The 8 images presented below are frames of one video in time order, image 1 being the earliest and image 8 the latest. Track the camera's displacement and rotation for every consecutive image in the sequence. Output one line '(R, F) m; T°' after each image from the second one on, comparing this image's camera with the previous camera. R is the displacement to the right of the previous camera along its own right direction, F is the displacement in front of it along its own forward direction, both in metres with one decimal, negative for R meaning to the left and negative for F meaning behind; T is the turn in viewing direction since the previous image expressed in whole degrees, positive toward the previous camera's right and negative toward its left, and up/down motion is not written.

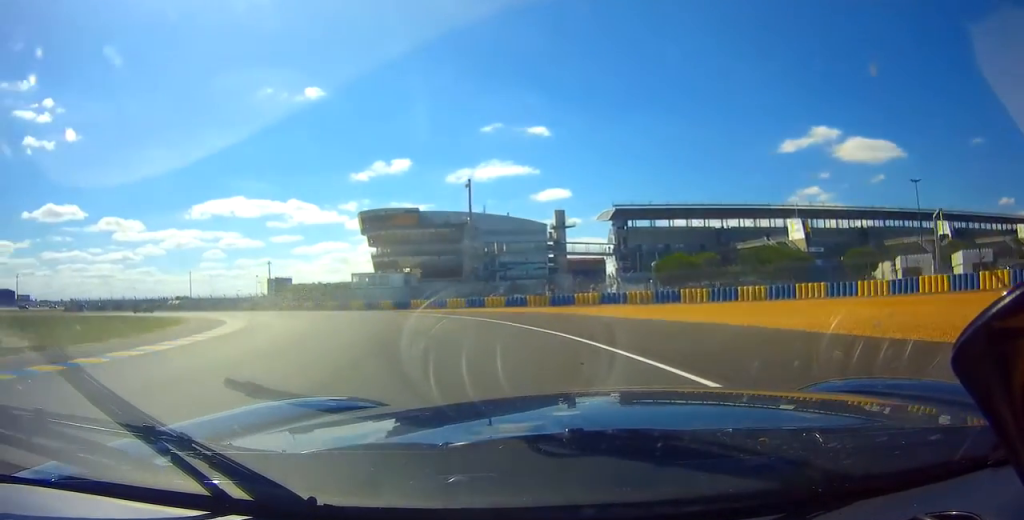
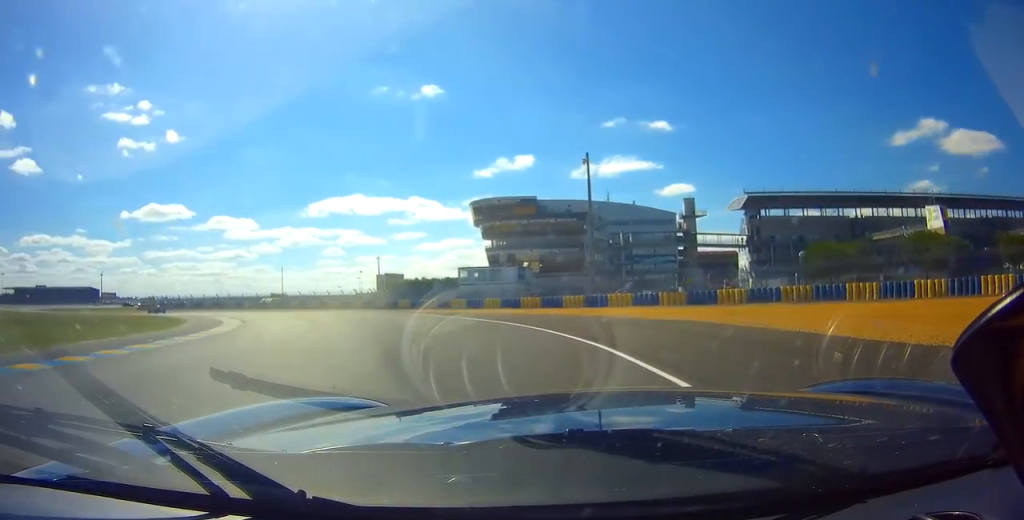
(-1.1, +11.5) m; -12°
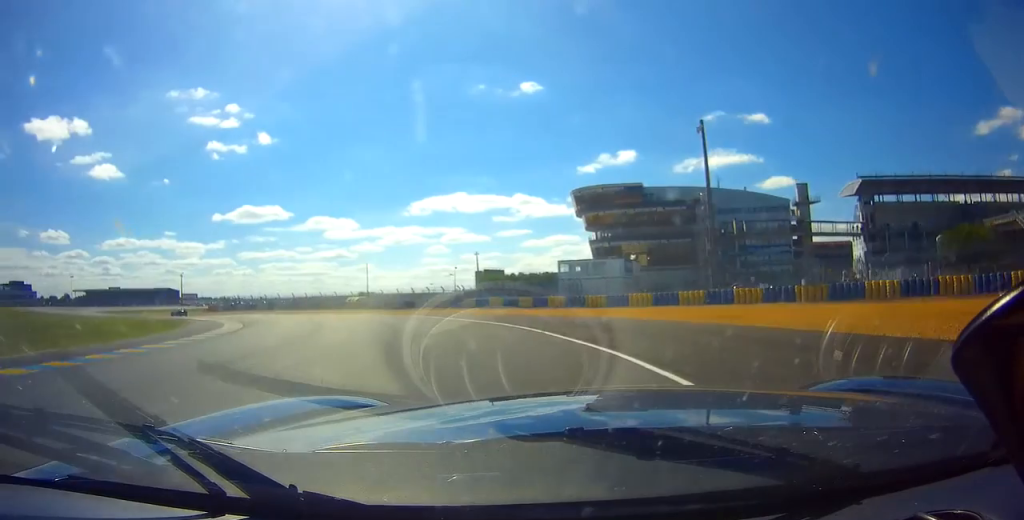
(-1.2, +9.7) m; -9°
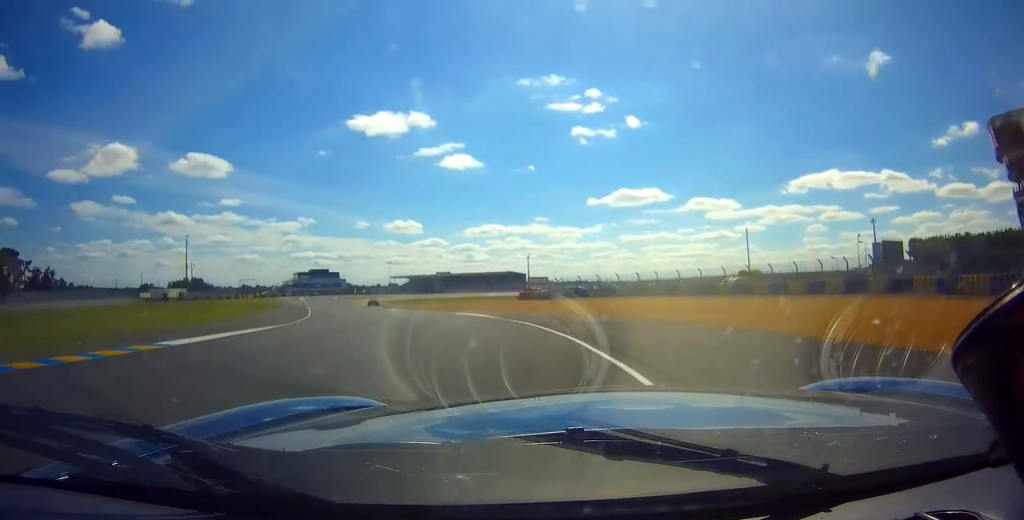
(-11.3, +34.9) m; -36°
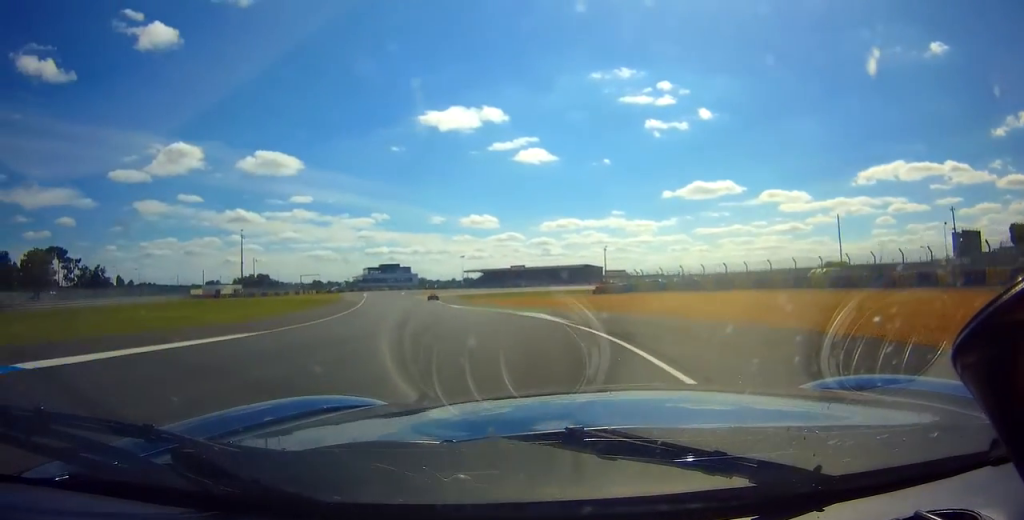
(-0.7, +7.8) m; -4°
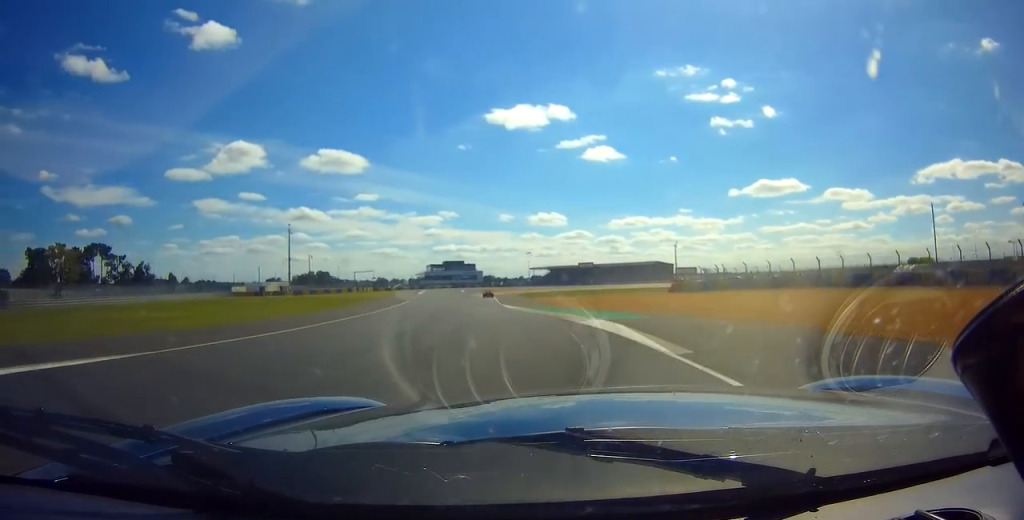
(-0.4, +9.4) m; -4°
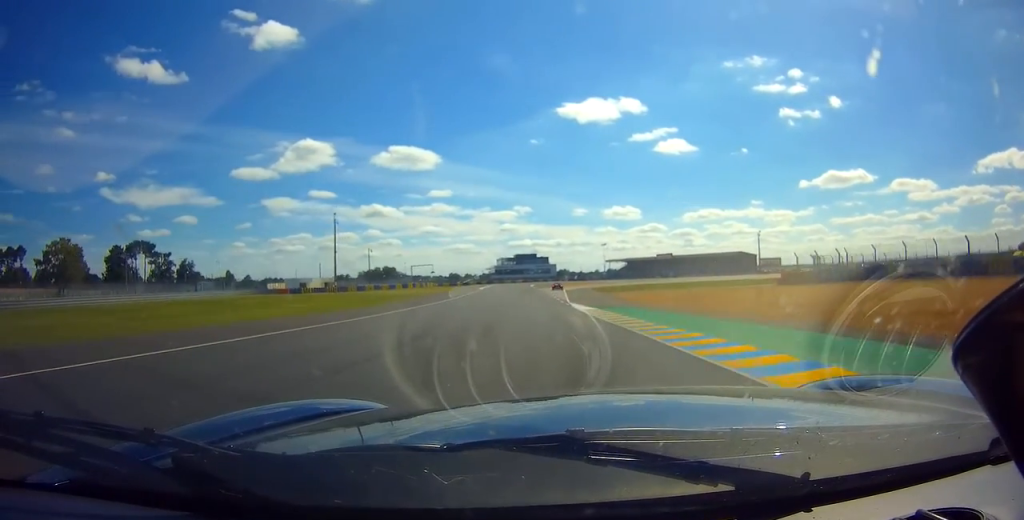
(-0.6, +15.7) m; -3°
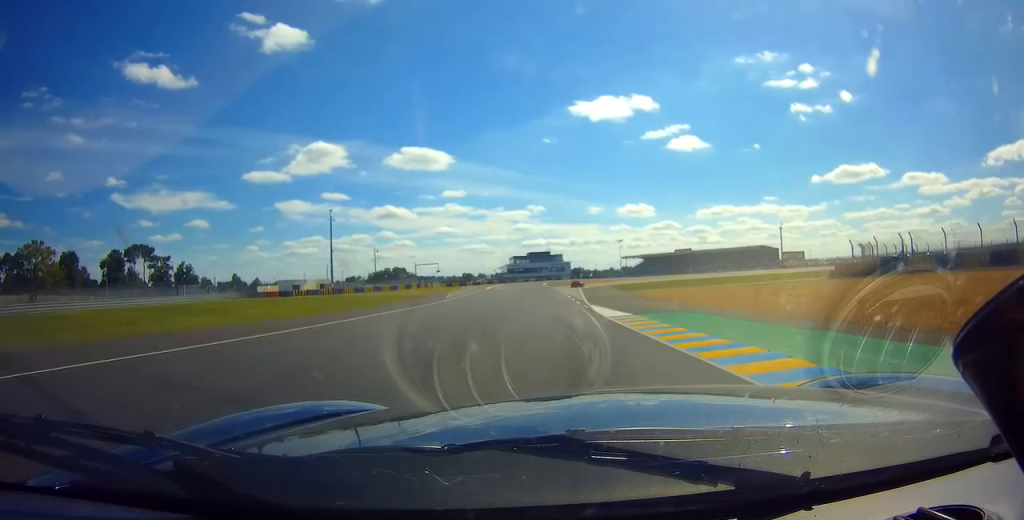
(-0.1, +9.9) m; -1°
